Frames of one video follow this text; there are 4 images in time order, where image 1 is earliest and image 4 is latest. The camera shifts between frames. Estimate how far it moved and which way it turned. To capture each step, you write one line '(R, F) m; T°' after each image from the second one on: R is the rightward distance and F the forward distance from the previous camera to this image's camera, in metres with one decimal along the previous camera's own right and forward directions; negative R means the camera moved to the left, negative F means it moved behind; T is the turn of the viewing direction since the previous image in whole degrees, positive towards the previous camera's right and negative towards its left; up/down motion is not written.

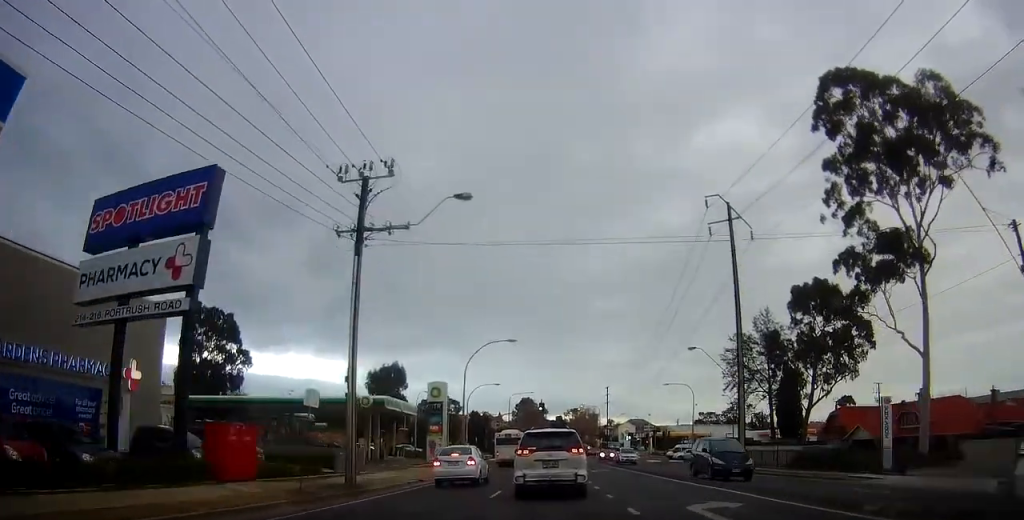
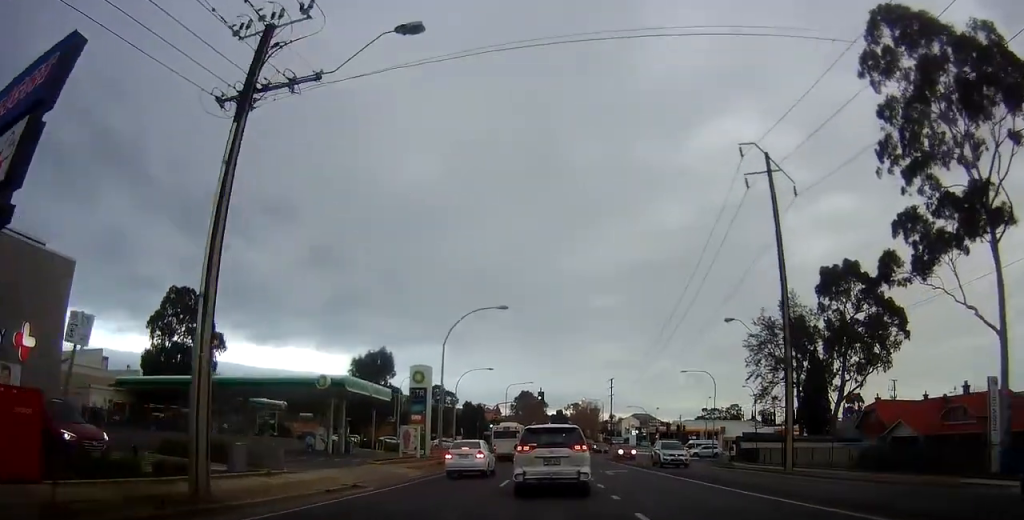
(-0.1, +9.1) m; 0°
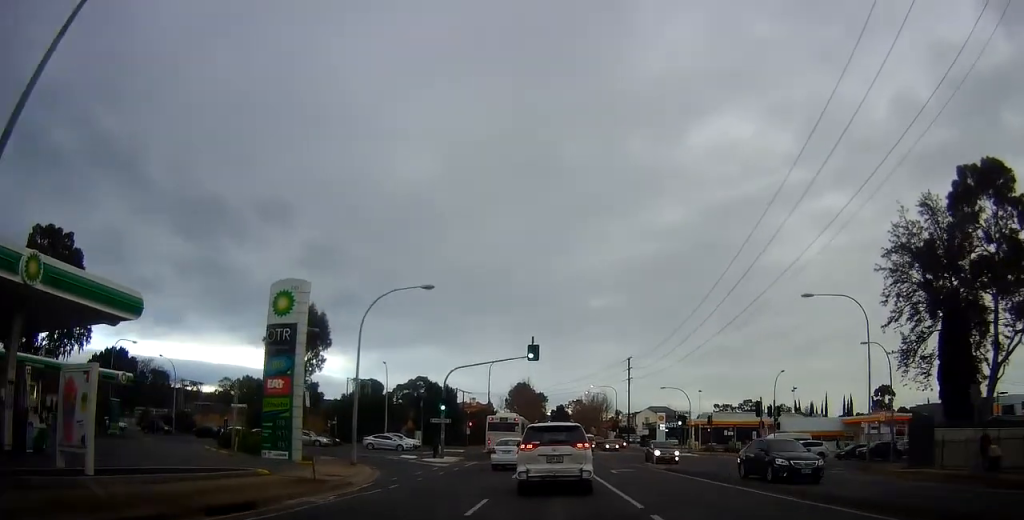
(+0.7, +31.7) m; +4°
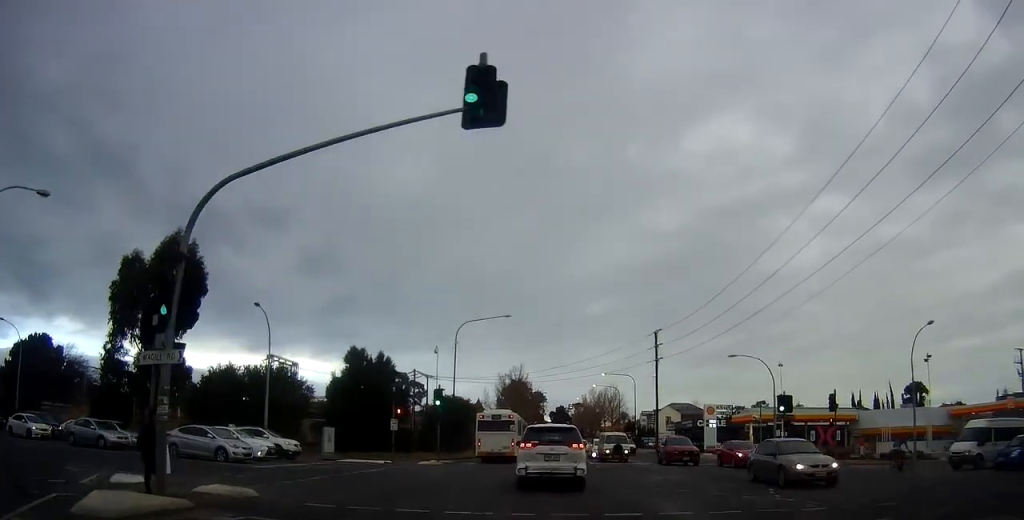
(-0.7, +28.7) m; -3°
